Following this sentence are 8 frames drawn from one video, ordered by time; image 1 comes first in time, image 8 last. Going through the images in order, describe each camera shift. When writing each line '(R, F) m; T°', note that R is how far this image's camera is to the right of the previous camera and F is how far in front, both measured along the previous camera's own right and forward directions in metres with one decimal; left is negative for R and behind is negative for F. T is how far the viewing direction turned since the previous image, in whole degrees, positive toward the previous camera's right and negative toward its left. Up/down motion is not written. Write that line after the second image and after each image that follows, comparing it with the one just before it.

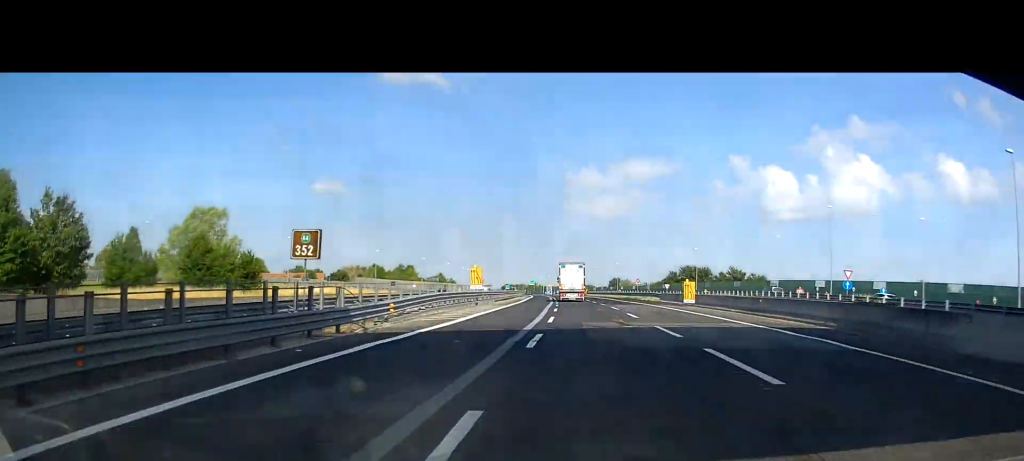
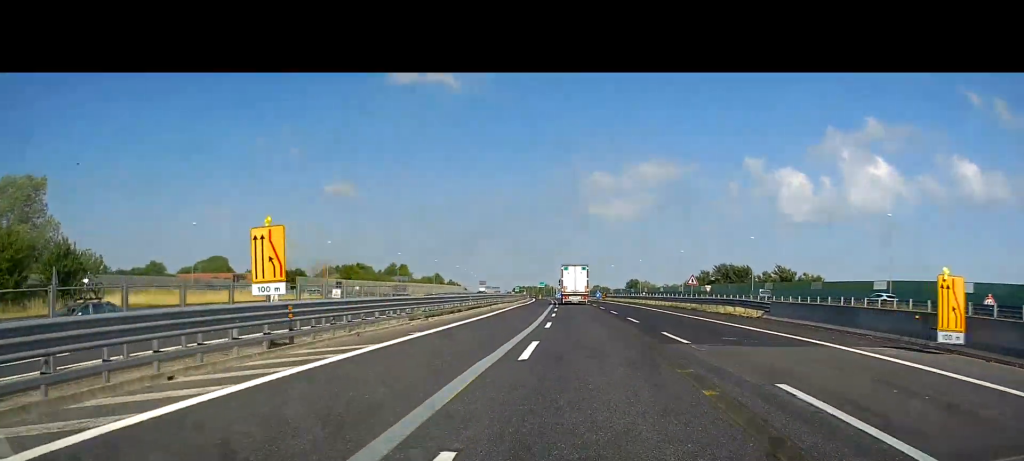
(+0.1, +36.0) m; 0°
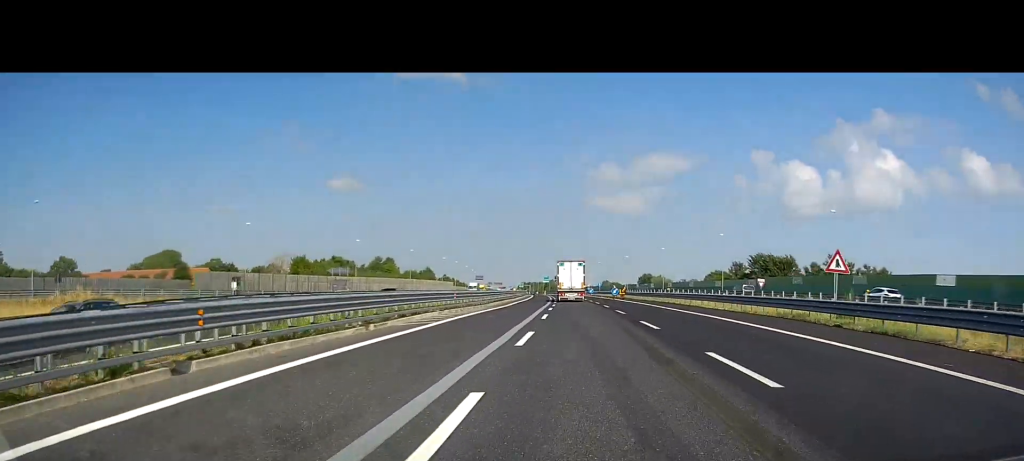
(0.0, +31.5) m; -1°
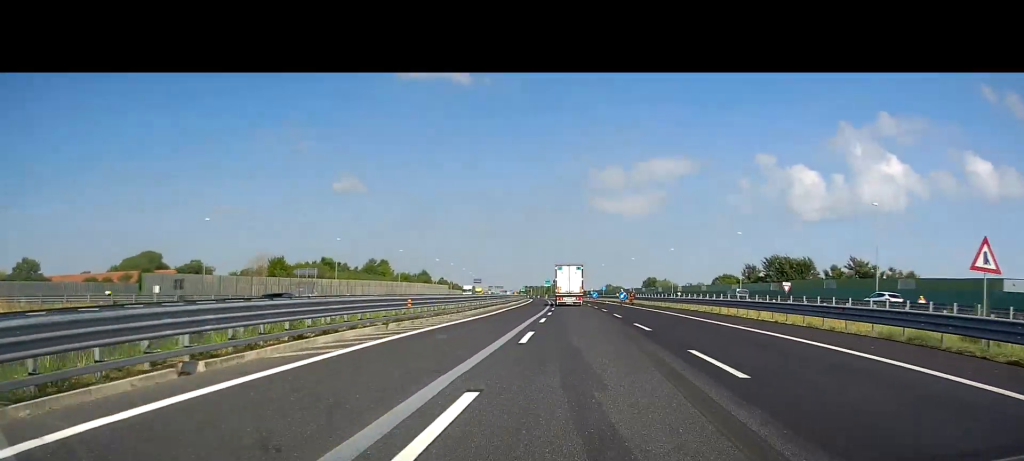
(-0.1, +10.5) m; -1°
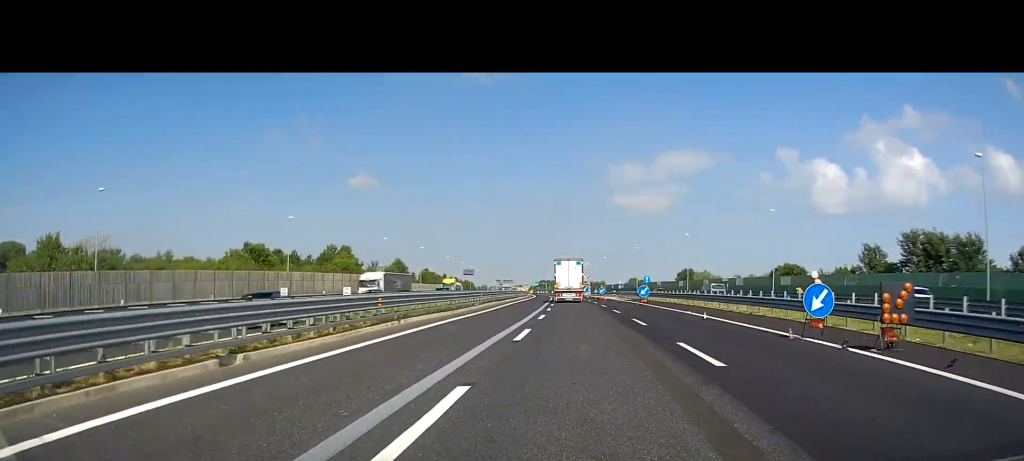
(-1.8, +58.1) m; -2°
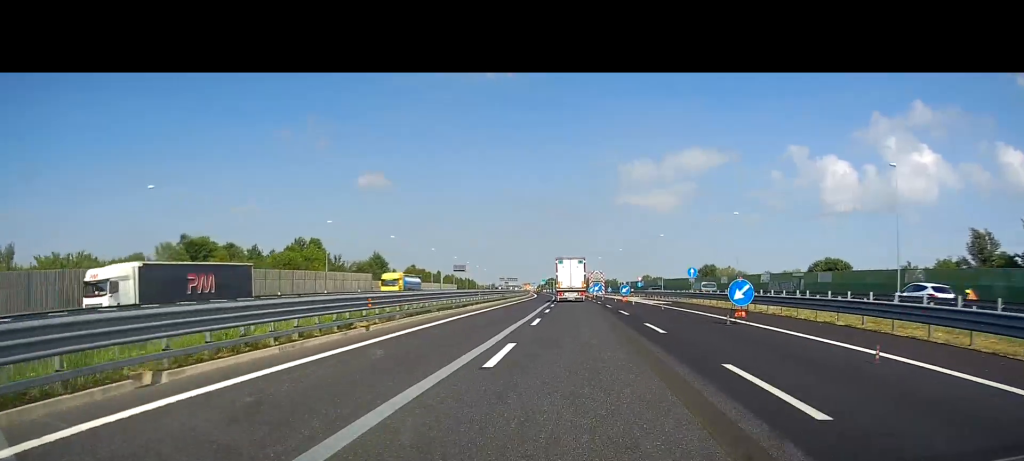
(0.0, +28.5) m; -1°
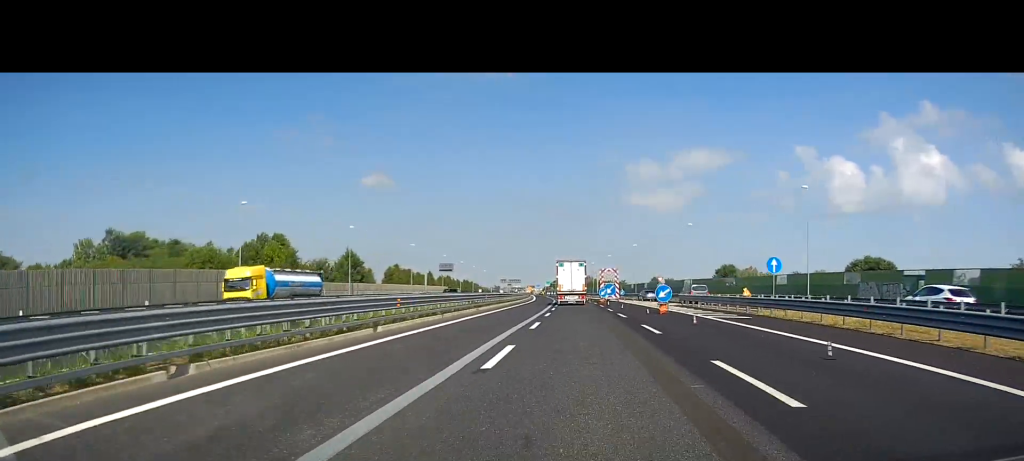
(-0.2, +23.2) m; -1°
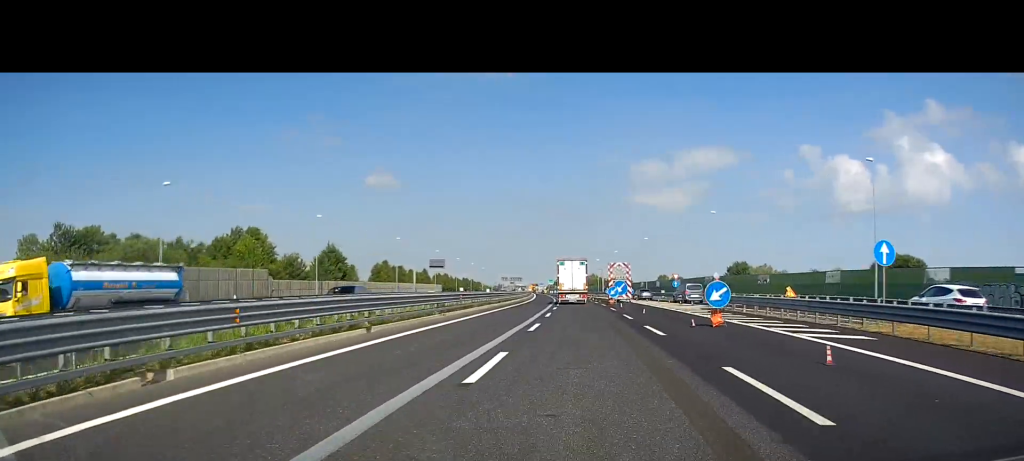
(-0.1, +12.9) m; 0°
